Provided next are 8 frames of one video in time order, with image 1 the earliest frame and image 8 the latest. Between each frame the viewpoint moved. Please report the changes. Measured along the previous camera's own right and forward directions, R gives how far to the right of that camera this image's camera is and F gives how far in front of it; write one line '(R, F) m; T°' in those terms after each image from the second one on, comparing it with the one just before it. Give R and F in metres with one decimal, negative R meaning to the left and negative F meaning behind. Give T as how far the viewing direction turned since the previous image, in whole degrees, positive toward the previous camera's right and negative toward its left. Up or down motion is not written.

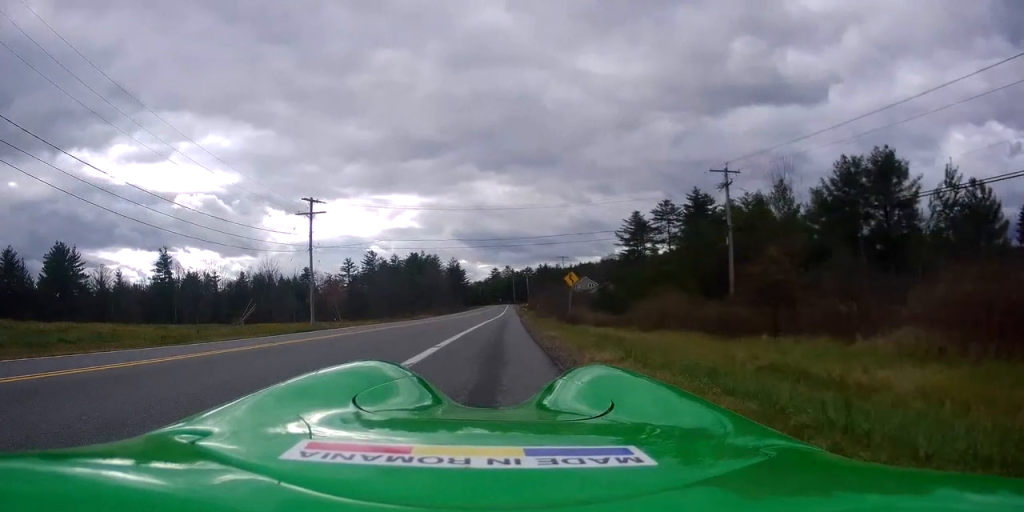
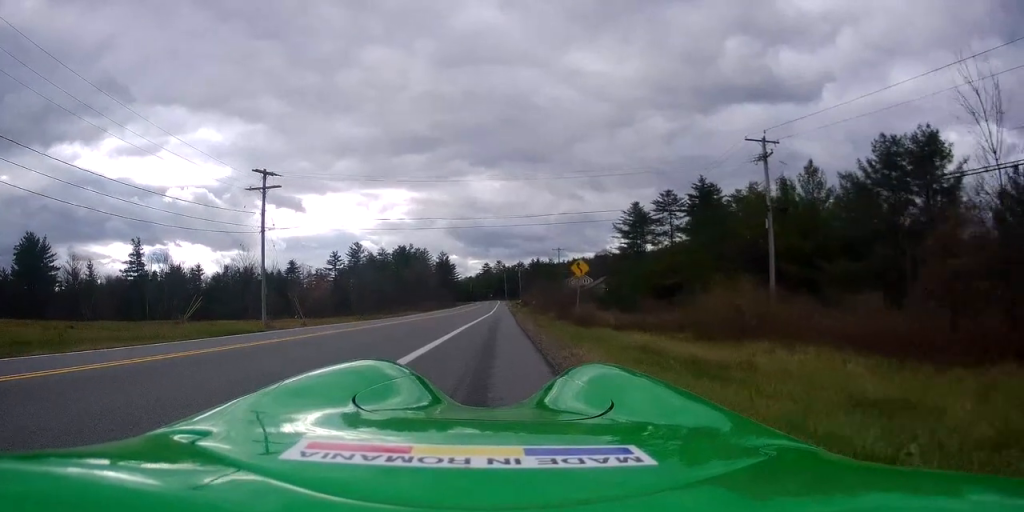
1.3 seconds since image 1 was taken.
(+0.1, +7.9) m; +3°
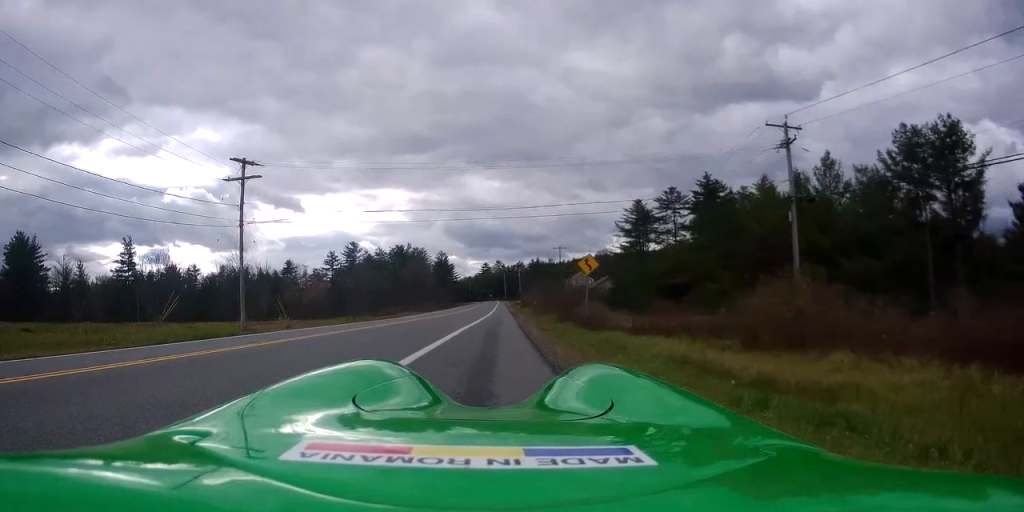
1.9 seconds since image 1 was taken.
(+0.1, +3.3) m; 0°
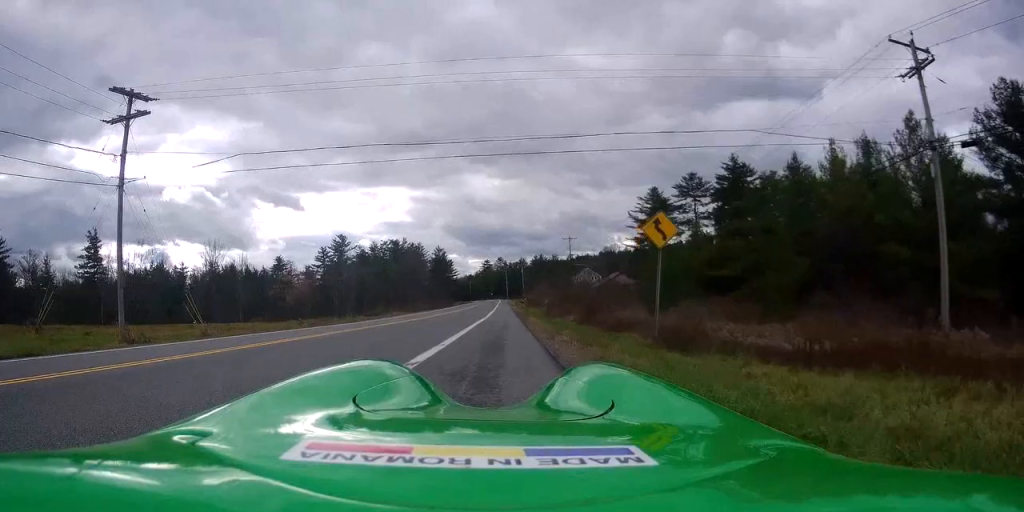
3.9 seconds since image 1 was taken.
(-0.3, +12.5) m; -4°
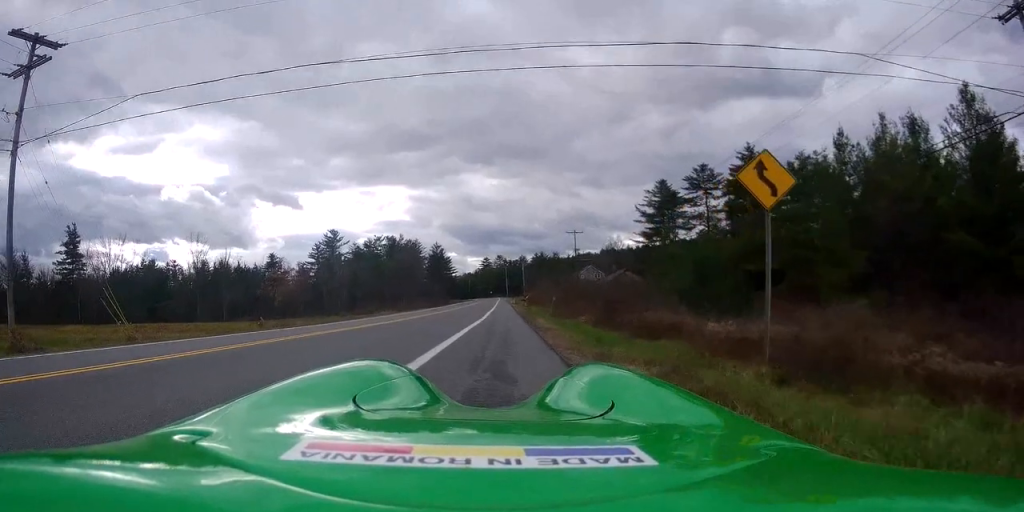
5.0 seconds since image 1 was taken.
(-0.1, +6.4) m; +1°
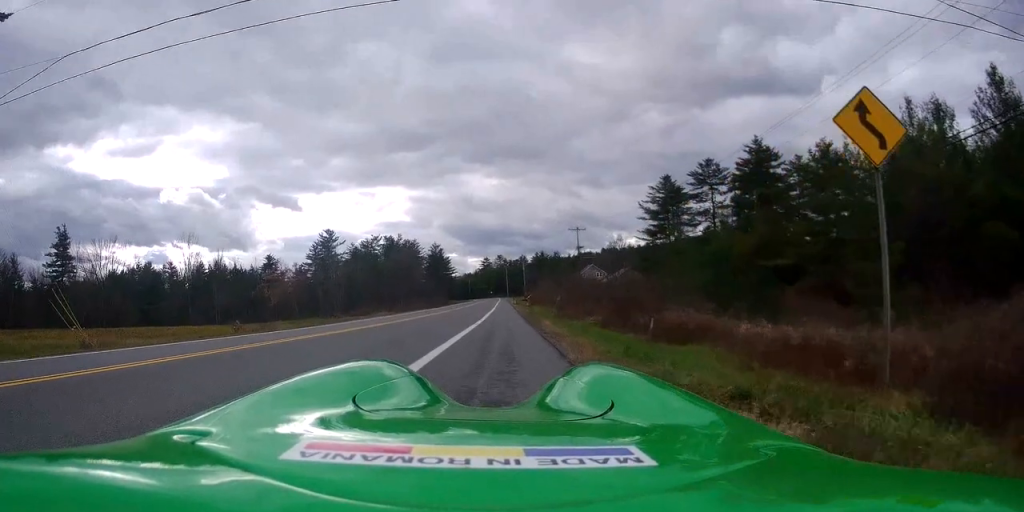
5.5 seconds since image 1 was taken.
(0.0, +3.1) m; +2°
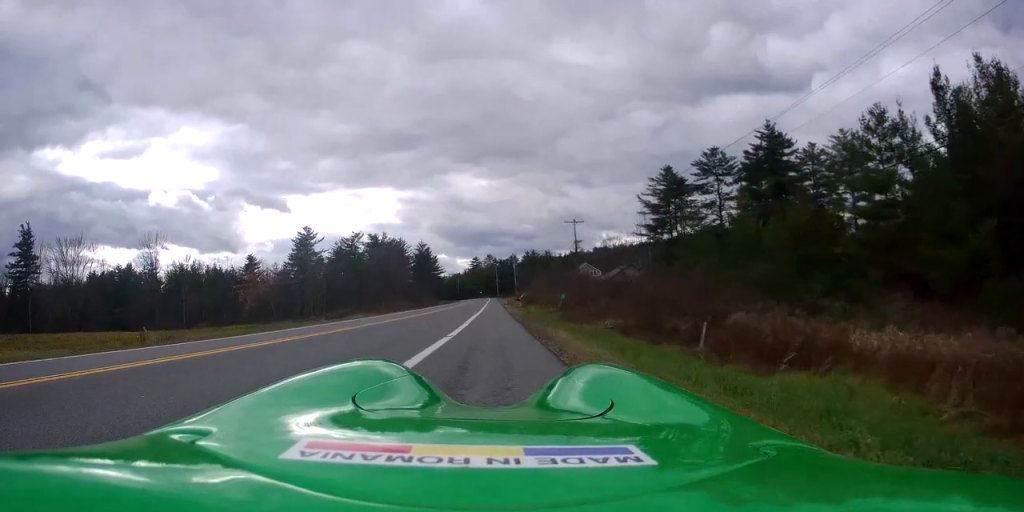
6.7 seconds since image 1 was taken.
(+0.4, +7.7) m; +2°
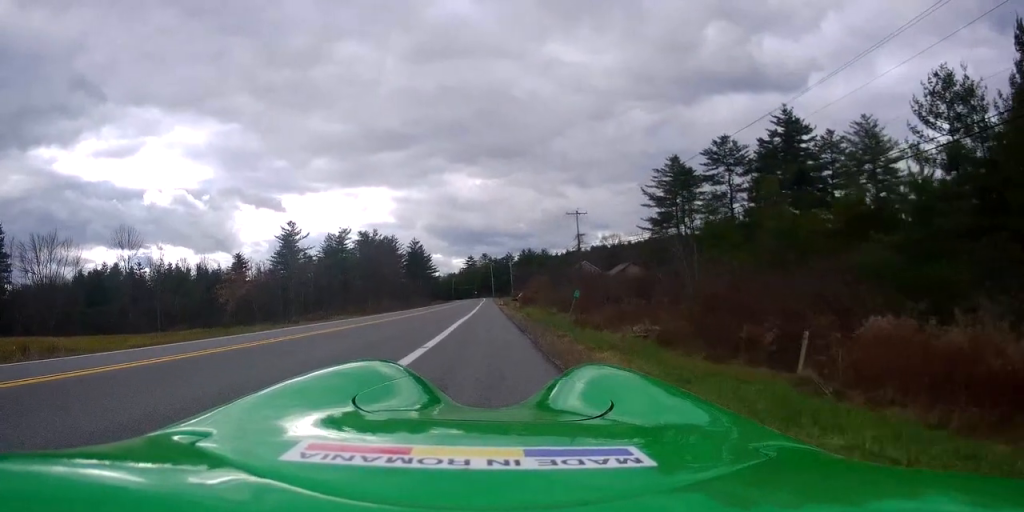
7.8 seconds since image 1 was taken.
(-0.1, +6.5) m; -1°
